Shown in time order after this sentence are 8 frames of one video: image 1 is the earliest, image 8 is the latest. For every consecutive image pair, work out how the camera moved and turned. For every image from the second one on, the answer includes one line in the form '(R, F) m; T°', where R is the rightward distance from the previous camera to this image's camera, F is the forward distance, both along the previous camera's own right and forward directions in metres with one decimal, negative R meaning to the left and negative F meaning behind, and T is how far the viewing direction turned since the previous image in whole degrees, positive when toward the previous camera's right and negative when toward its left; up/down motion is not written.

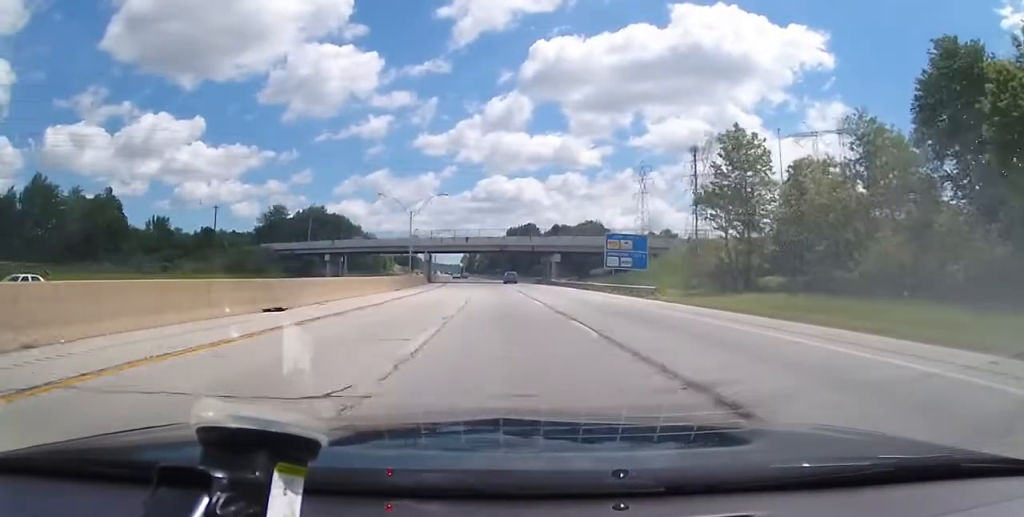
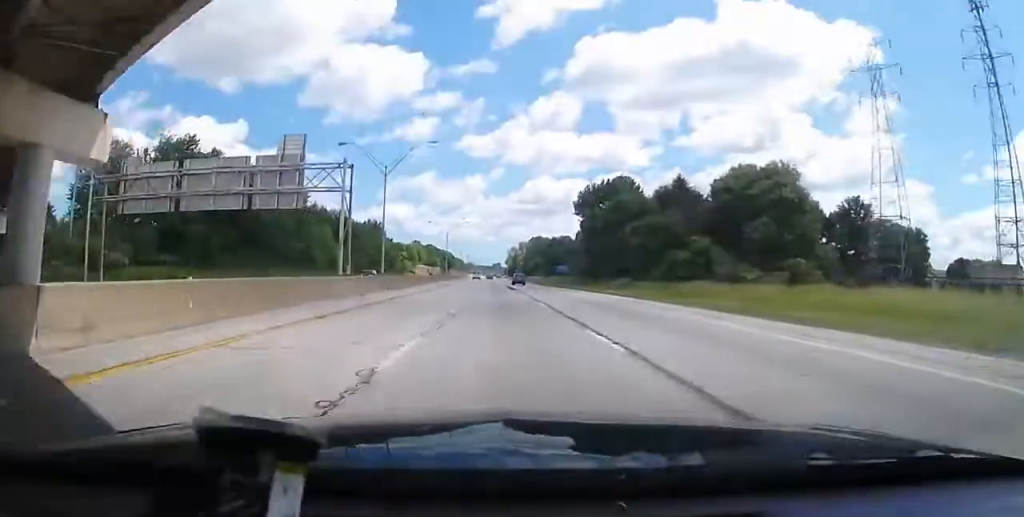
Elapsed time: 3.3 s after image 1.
(-4.6, +98.7) m; -5°
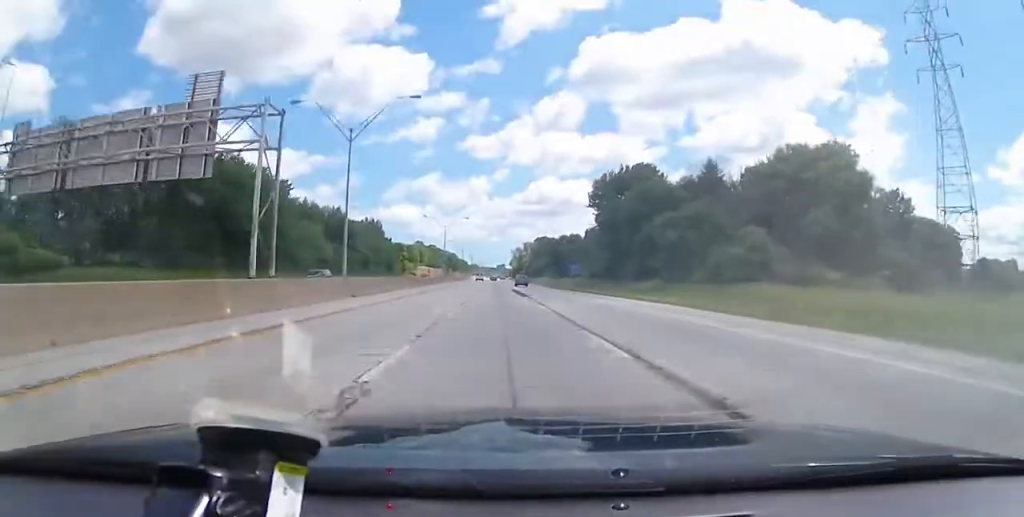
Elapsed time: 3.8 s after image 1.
(0.0, +12.9) m; 0°
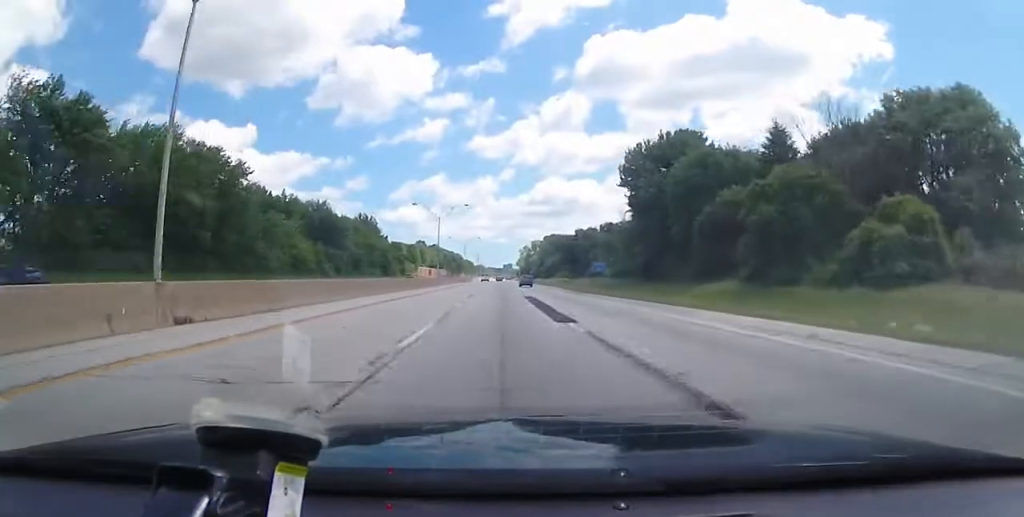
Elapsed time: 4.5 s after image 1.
(-0.2, +20.8) m; -1°
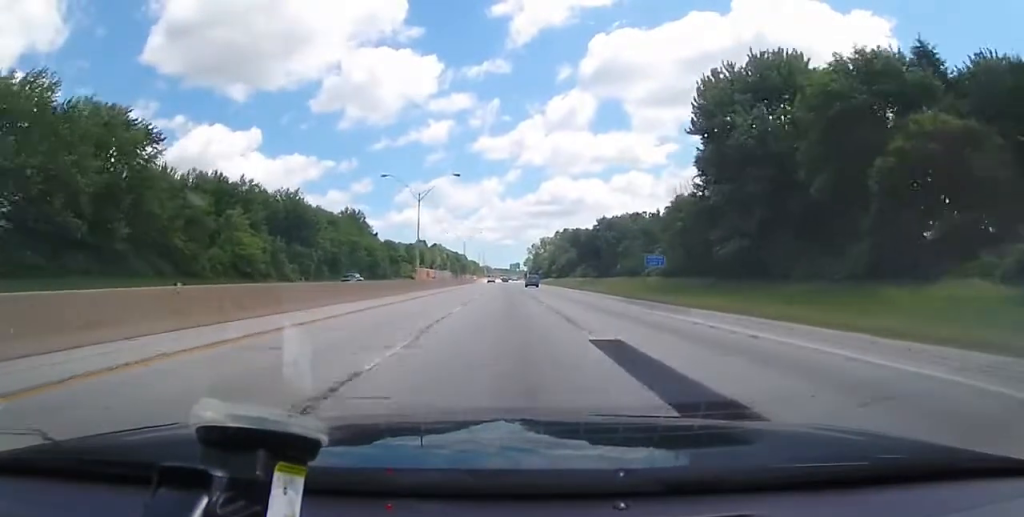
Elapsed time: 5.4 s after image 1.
(-0.4, +26.9) m; 0°
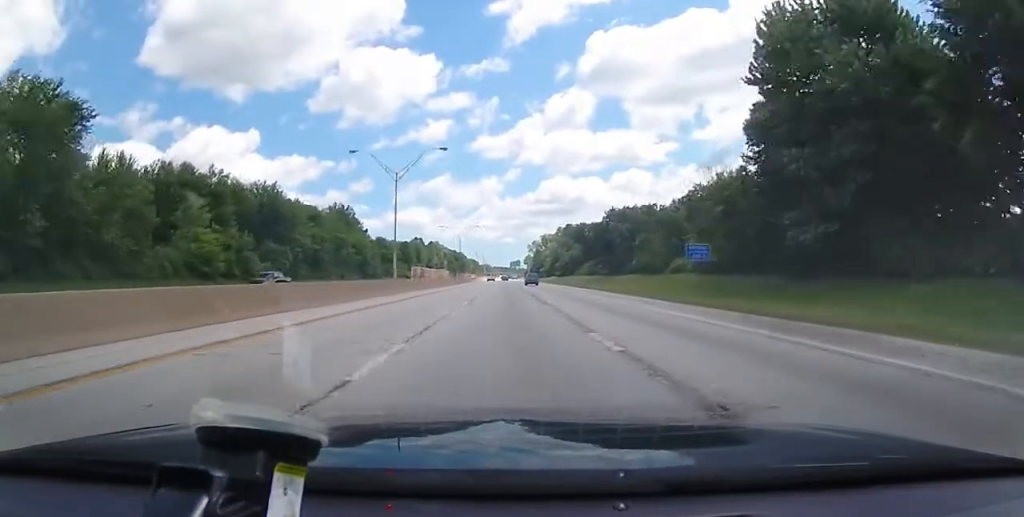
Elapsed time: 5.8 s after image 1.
(+0.1, +13.0) m; 0°
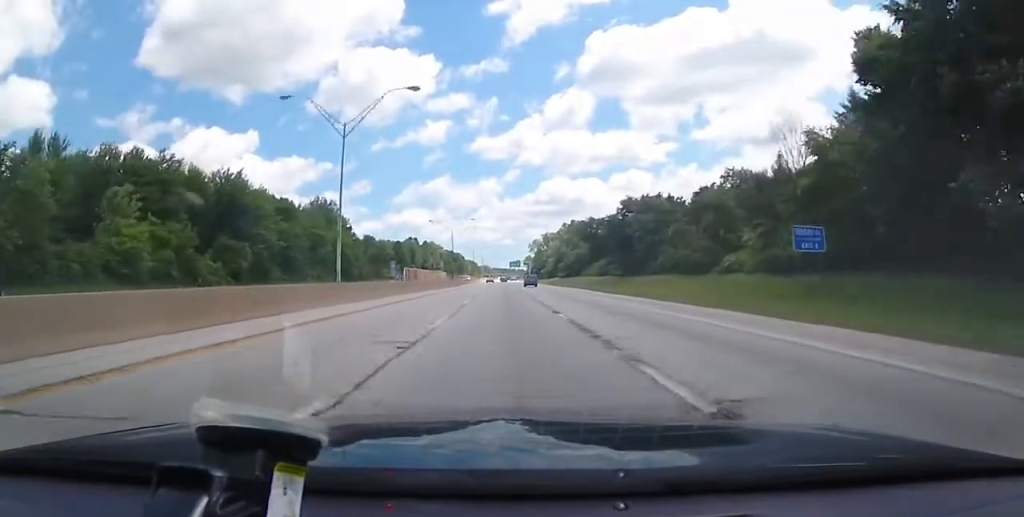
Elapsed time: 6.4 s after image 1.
(+0.4, +17.0) m; 0°
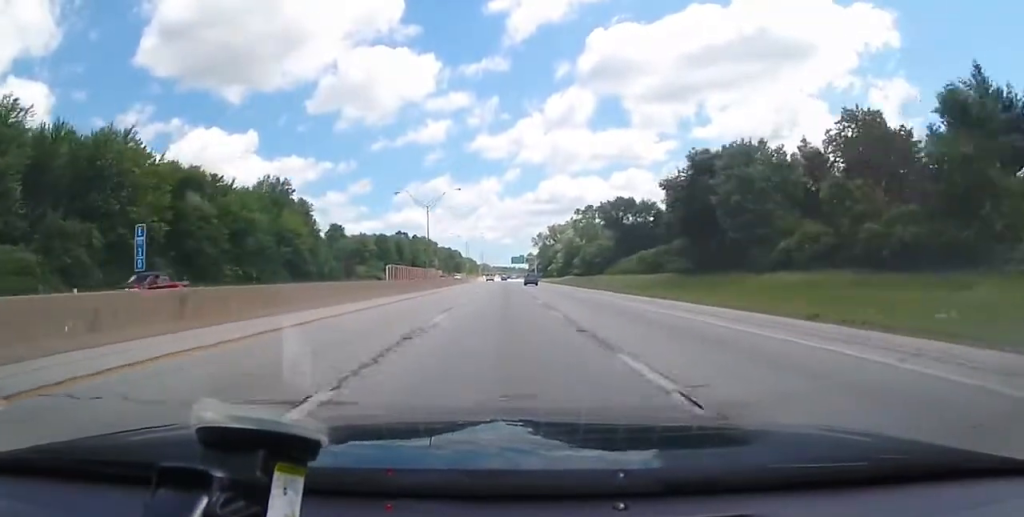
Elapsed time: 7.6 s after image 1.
(-0.5, +35.9) m; -1°
